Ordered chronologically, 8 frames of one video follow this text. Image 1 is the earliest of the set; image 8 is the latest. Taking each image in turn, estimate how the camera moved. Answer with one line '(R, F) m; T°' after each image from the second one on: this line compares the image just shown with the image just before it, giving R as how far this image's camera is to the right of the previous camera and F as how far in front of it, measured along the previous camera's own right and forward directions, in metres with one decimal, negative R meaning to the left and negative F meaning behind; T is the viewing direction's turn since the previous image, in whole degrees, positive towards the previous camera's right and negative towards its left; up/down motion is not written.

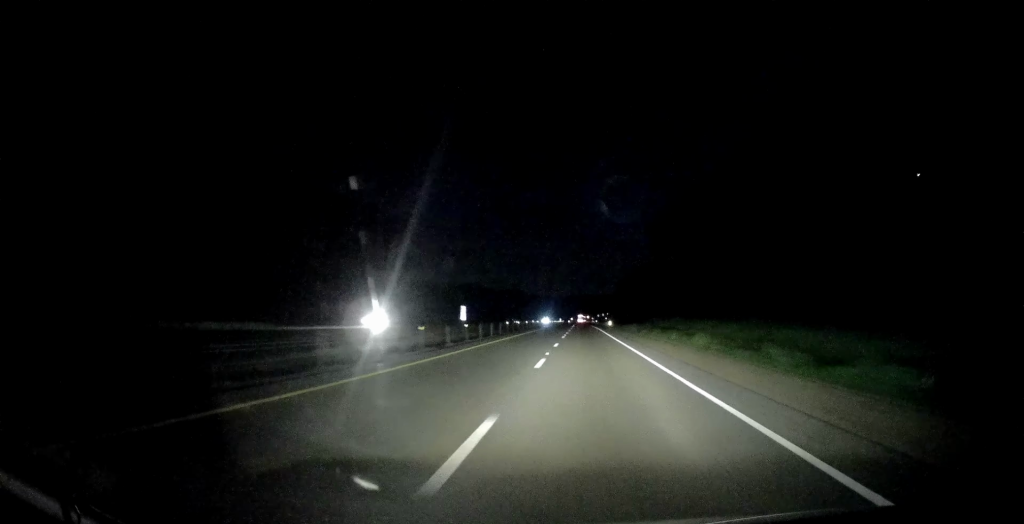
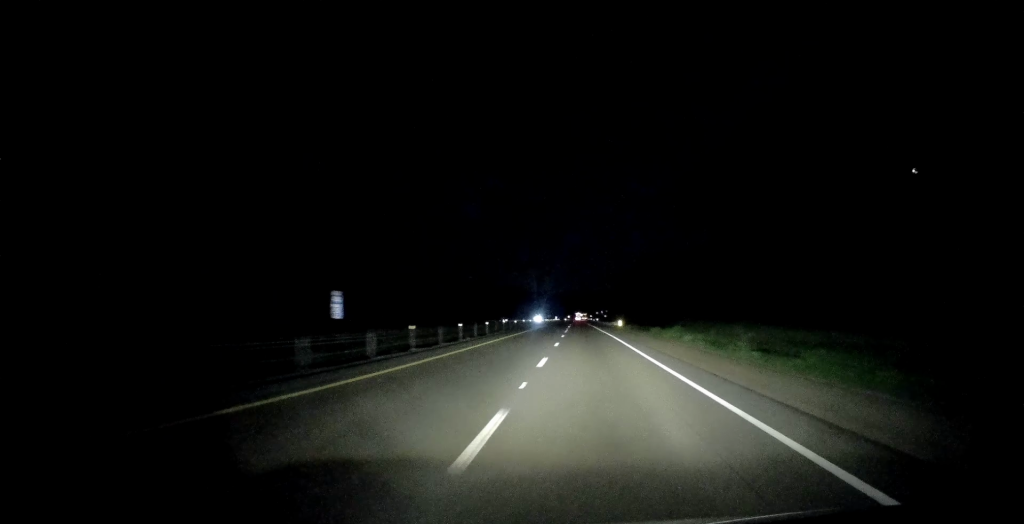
(+0.4, +35.7) m; 0°
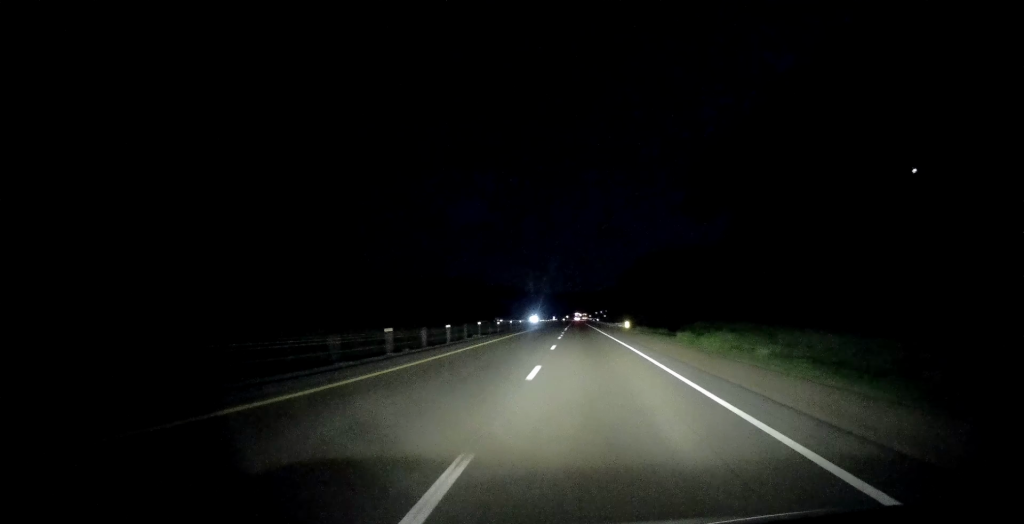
(-0.2, +14.7) m; 0°
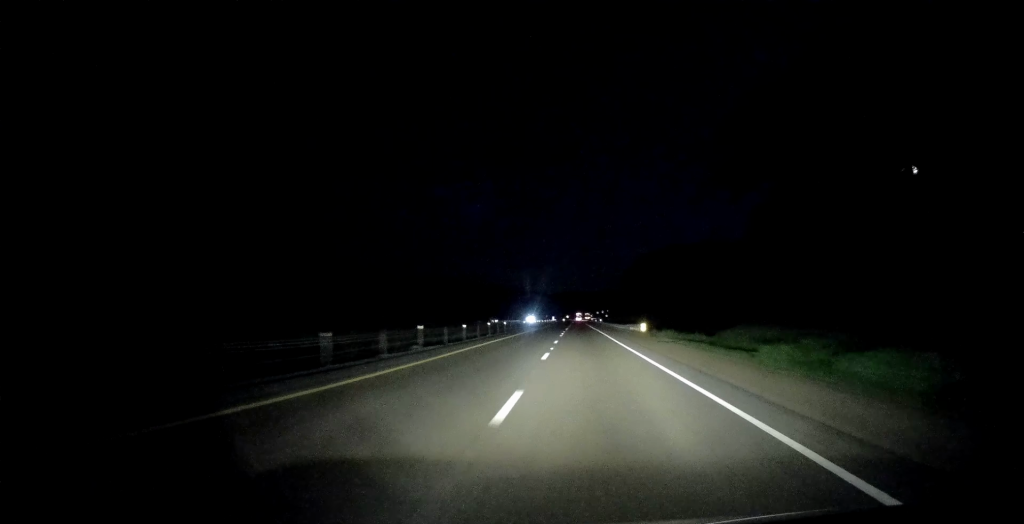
(0.0, +17.9) m; 0°
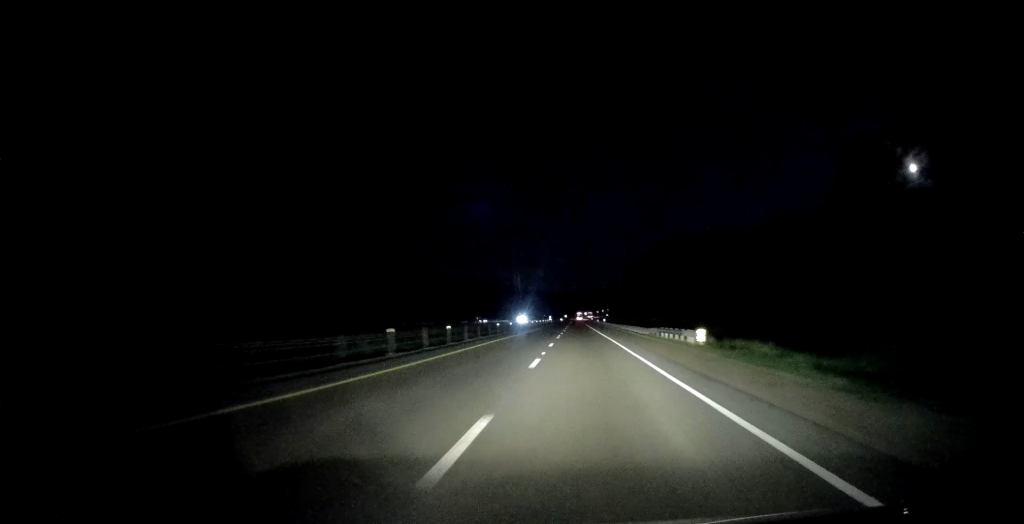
(+0.2, +27.3) m; 0°
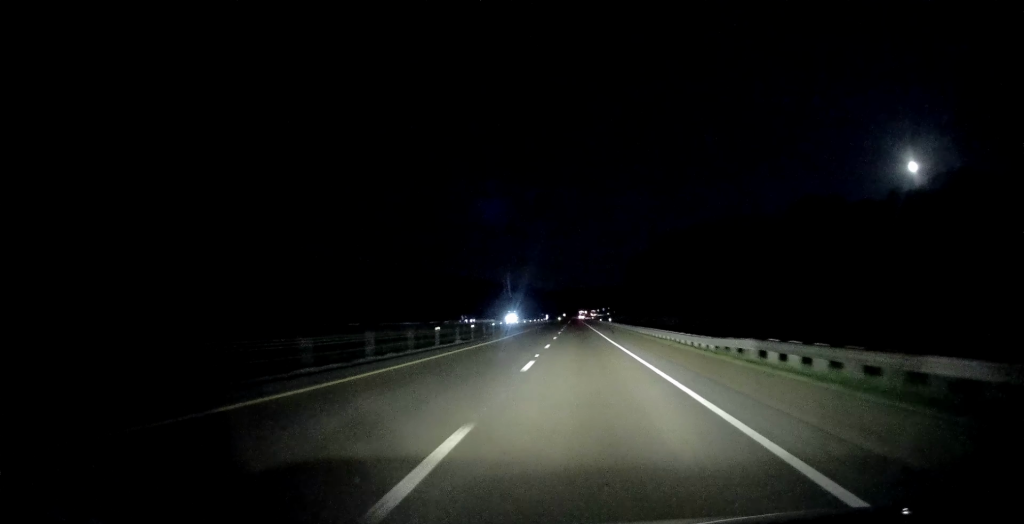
(-0.4, +26.5) m; 0°
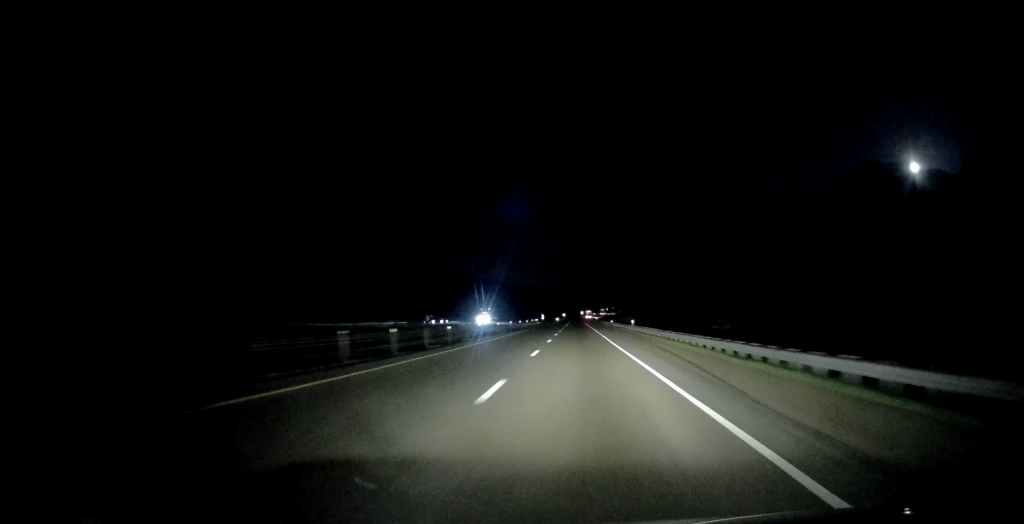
(+0.3, +42.4) m; 0°
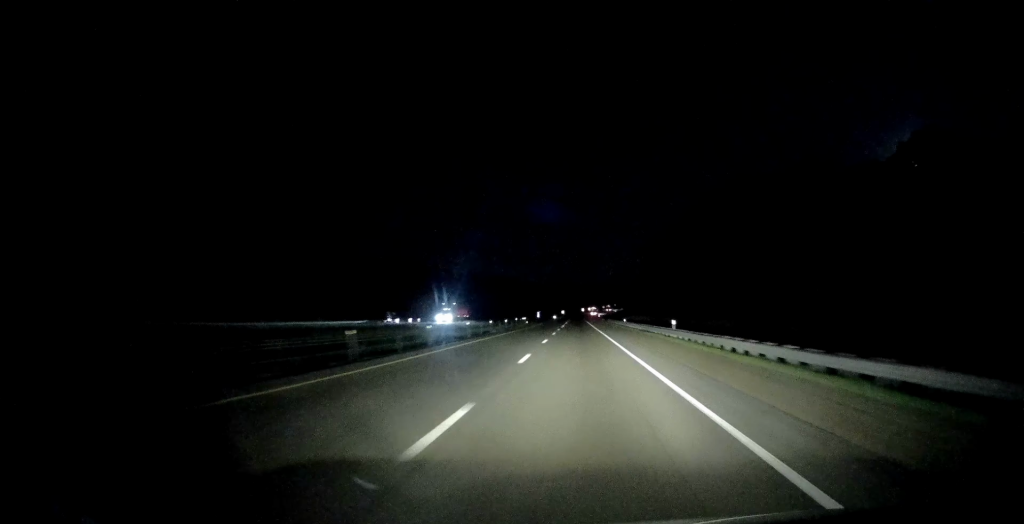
(-0.3, +27.8) m; 0°
